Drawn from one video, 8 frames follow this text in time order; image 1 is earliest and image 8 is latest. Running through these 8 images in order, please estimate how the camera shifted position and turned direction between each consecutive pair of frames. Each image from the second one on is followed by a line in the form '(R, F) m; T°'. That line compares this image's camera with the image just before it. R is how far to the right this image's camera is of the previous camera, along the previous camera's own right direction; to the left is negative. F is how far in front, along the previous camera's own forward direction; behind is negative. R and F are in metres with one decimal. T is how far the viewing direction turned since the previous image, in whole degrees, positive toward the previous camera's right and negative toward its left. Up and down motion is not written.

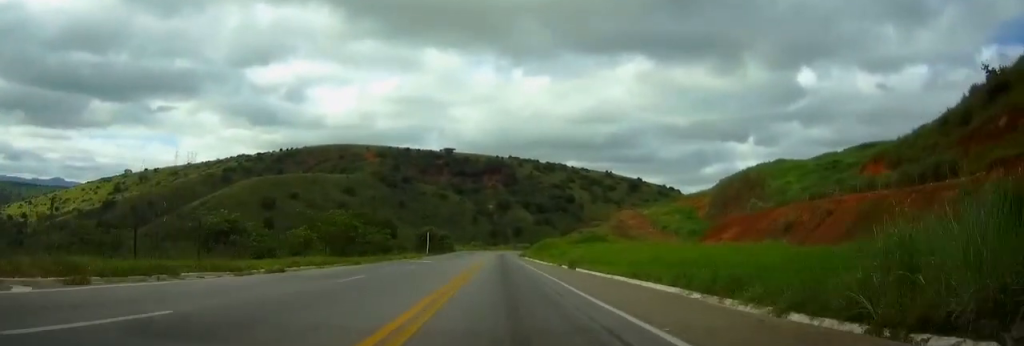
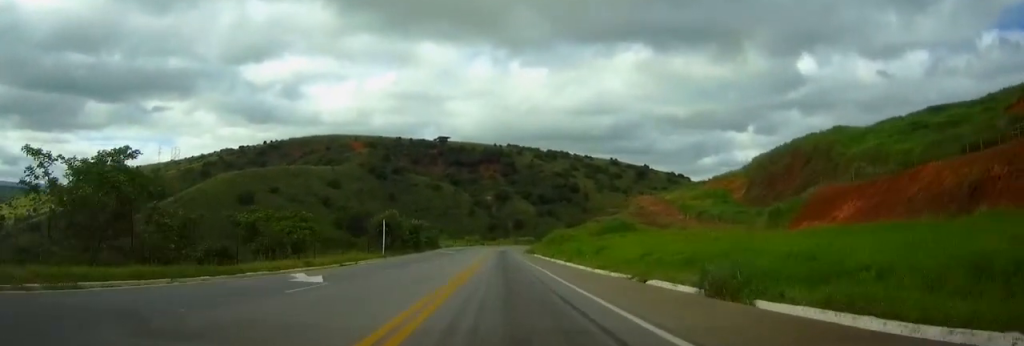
(+0.1, +36.2) m; 0°
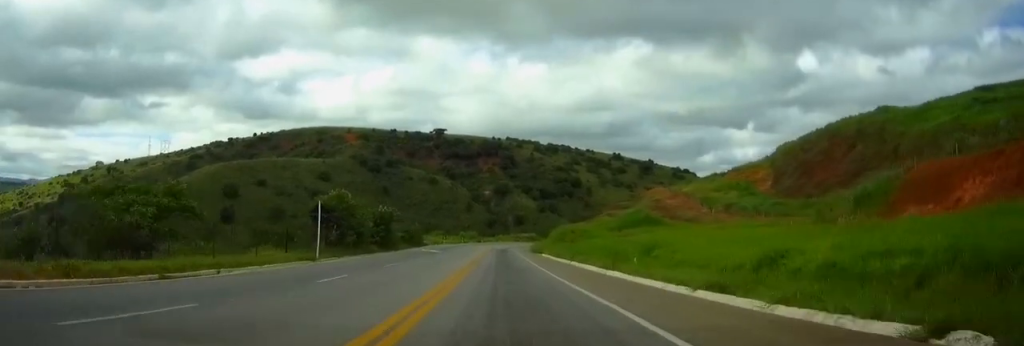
(0.0, +21.3) m; 0°
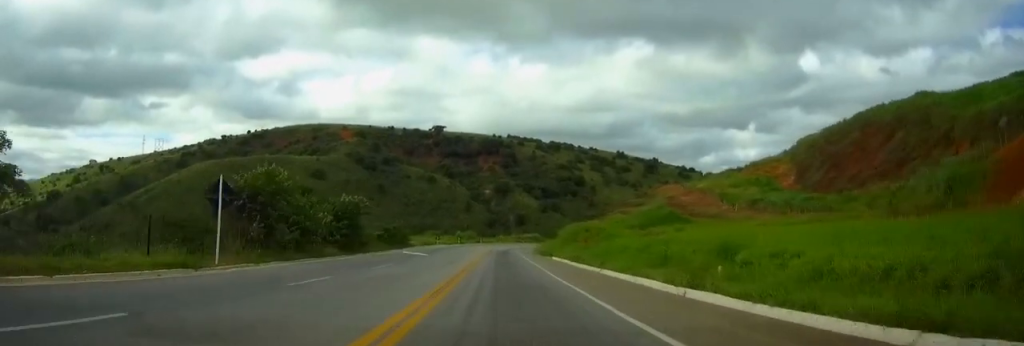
(0.0, +14.4) m; 0°
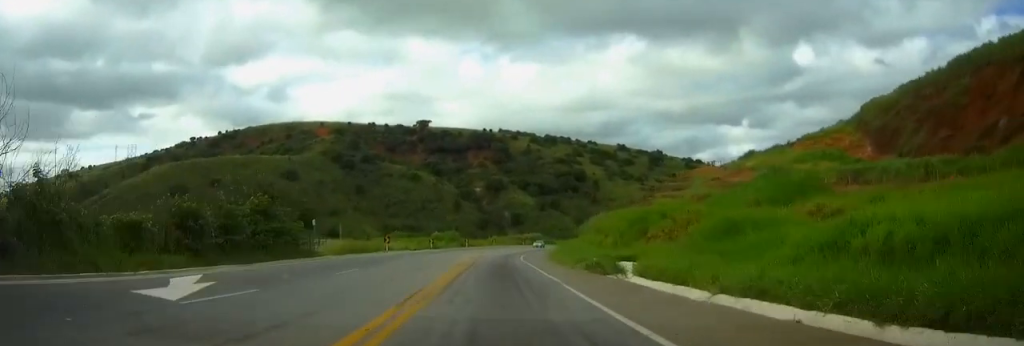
(+0.2, +40.4) m; +1°
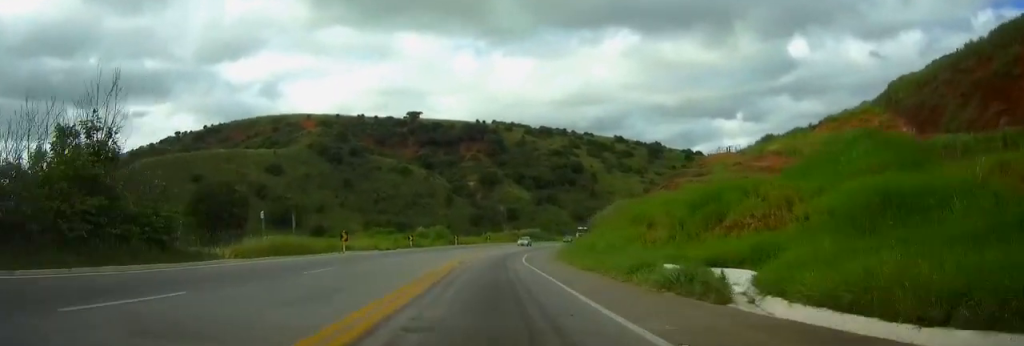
(+0.1, +14.7) m; +1°
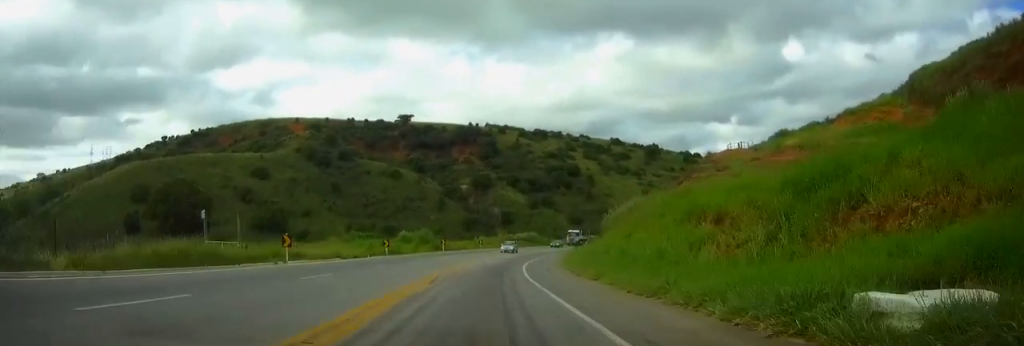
(0.0, +10.9) m; +1°
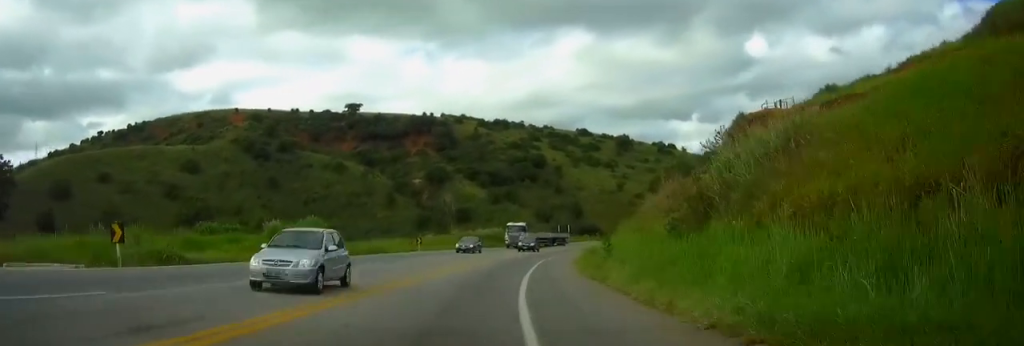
(+1.1, +35.9) m; +4°
